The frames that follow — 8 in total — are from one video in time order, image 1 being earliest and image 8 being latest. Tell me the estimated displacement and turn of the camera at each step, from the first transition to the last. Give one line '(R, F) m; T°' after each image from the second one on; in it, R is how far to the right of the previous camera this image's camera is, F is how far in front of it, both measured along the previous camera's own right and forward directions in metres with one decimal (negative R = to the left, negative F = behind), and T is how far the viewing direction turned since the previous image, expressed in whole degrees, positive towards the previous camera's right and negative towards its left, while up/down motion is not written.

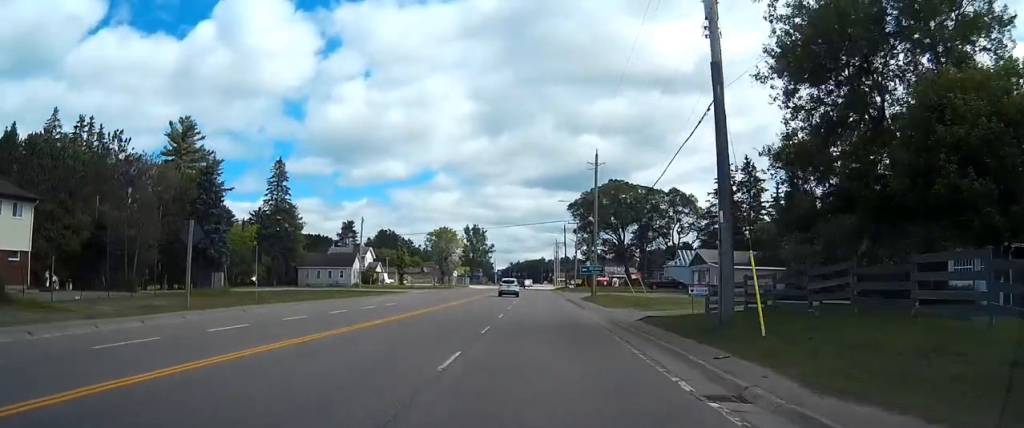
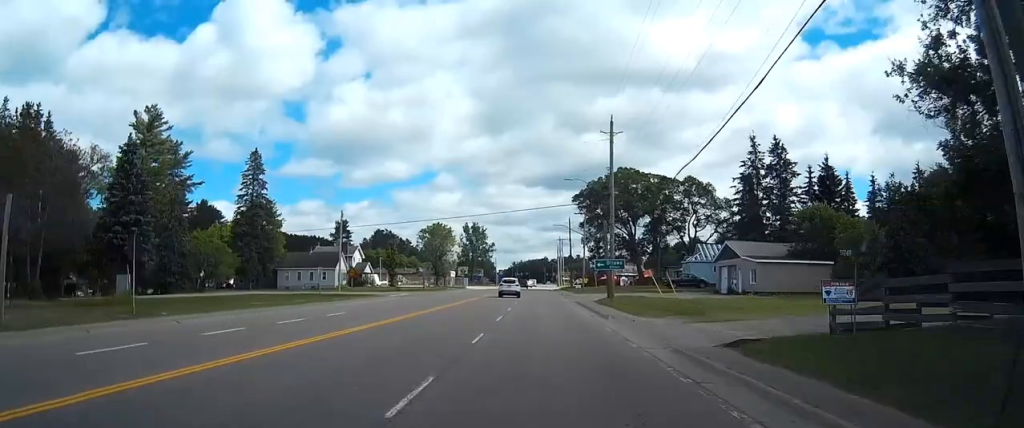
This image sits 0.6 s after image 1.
(0.0, +12.8) m; 0°
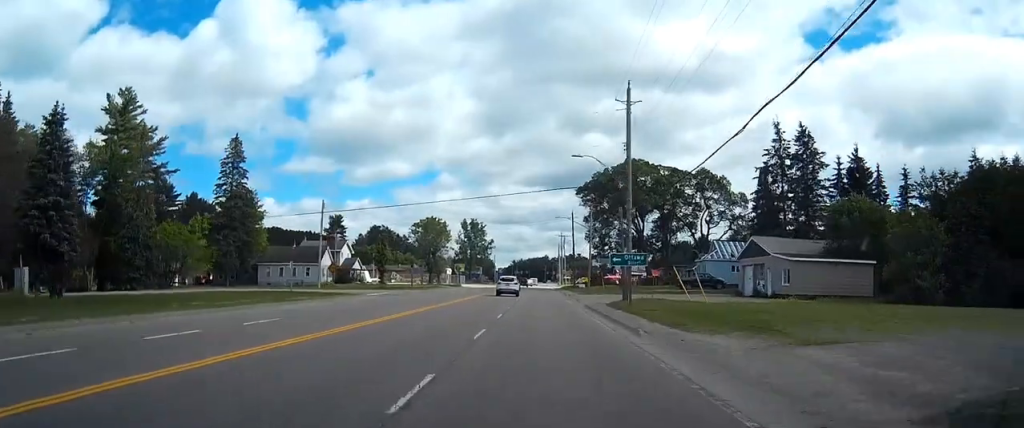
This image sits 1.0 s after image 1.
(0.0, +9.1) m; 0°
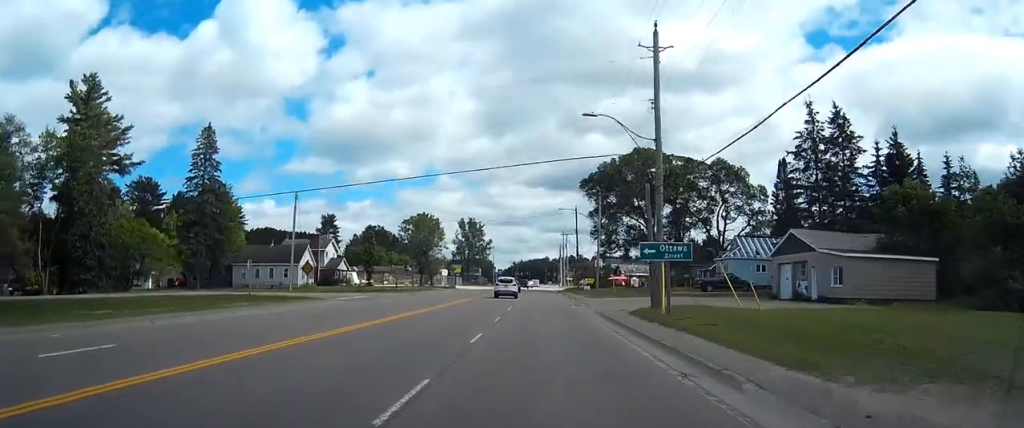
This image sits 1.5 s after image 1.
(0.0, +10.5) m; 0°
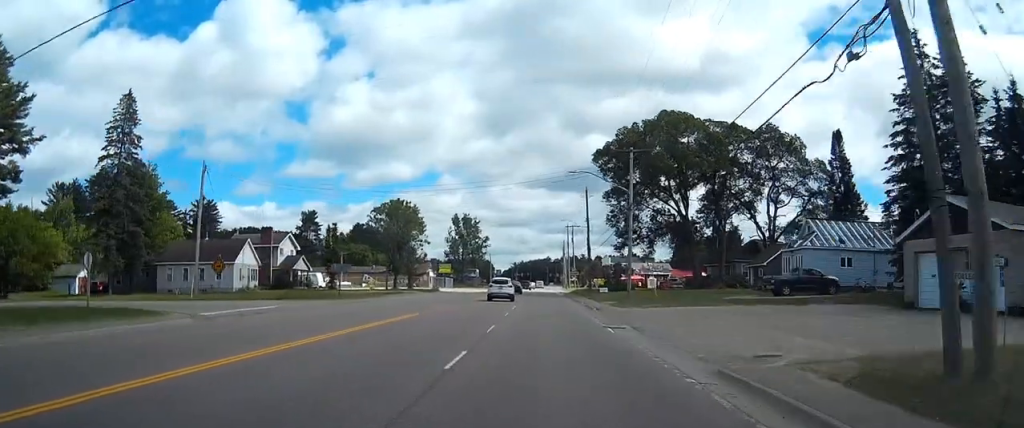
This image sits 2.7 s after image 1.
(0.0, +23.4) m; 0°
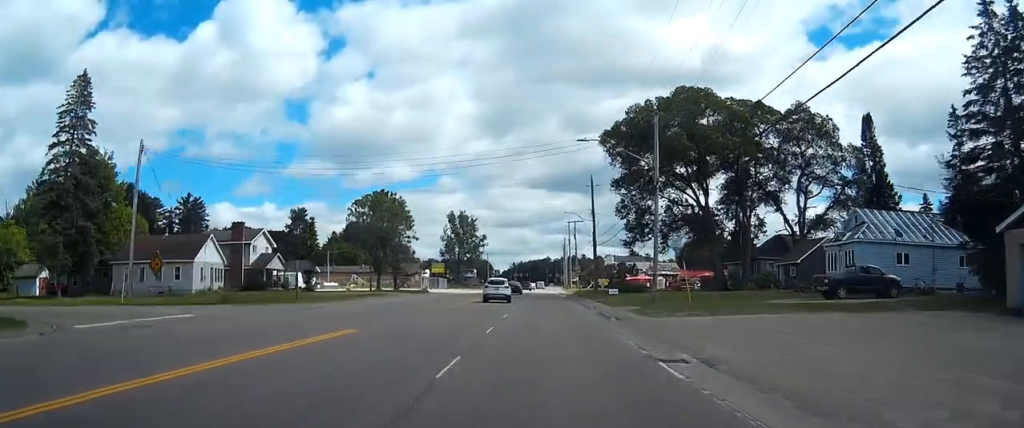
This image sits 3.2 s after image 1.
(0.0, +10.2) m; 0°
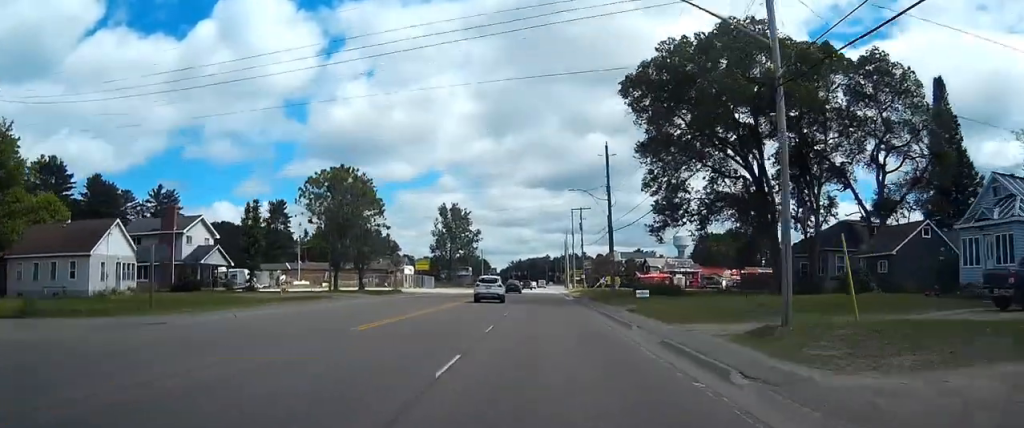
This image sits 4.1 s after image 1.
(0.0, +18.7) m; 0°
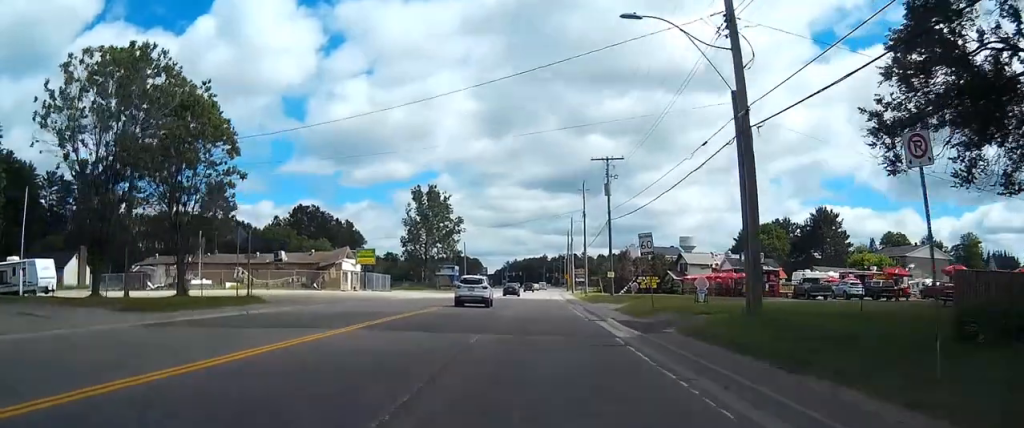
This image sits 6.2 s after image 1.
(0.0, +41.0) m; +1°
